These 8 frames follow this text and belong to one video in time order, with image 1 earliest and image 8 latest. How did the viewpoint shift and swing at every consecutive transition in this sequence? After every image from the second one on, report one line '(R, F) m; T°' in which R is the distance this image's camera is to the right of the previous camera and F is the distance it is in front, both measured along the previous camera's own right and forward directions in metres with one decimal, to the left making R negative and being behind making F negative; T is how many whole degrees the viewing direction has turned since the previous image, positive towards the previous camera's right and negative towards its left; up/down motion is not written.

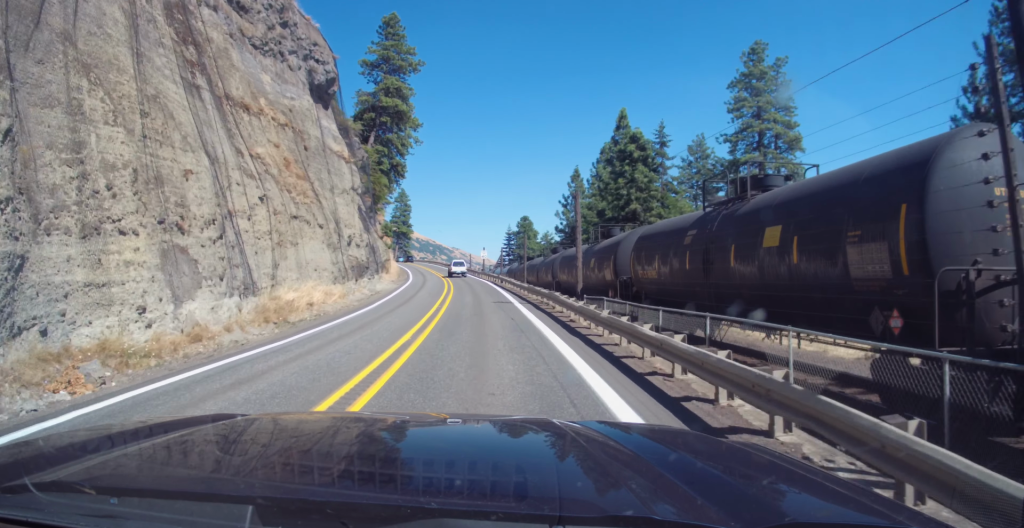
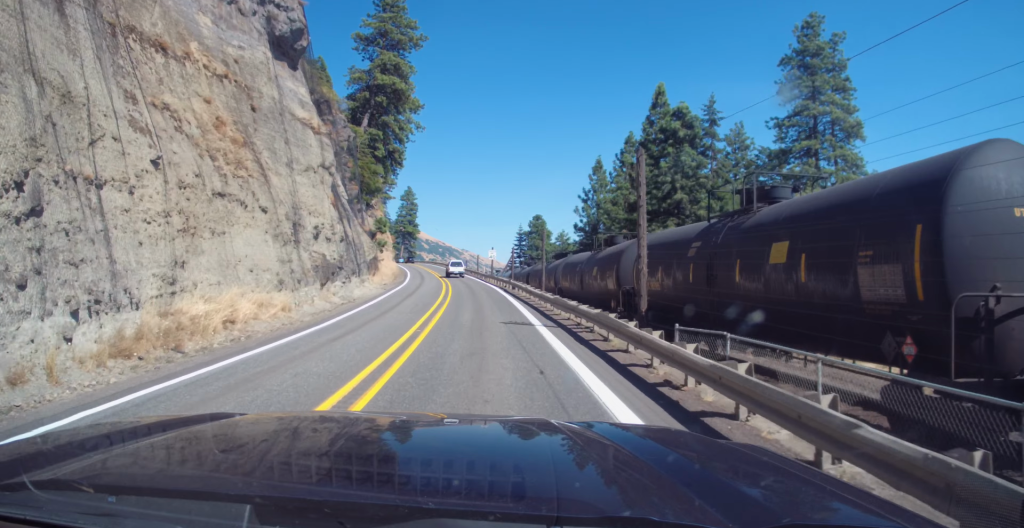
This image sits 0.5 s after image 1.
(-0.1, +10.1) m; -1°
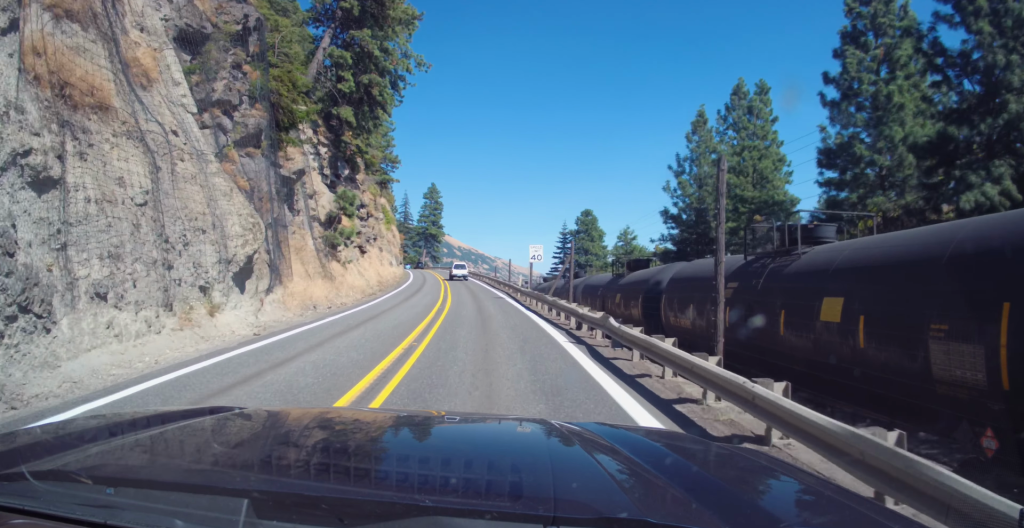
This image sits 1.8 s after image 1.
(-0.6, +27.9) m; -2°
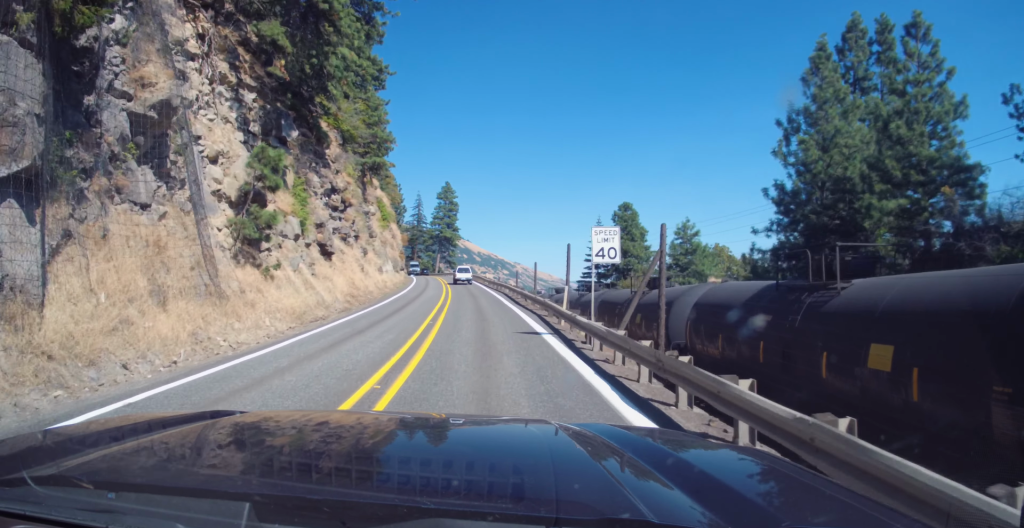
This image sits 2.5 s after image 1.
(-0.1, +16.5) m; -1°
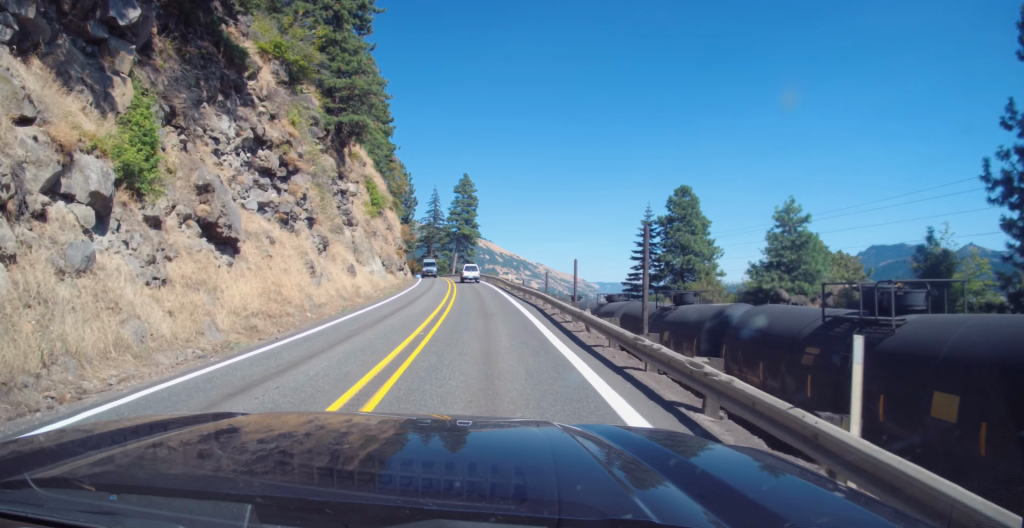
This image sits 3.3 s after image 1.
(-0.3, +16.8) m; -1°
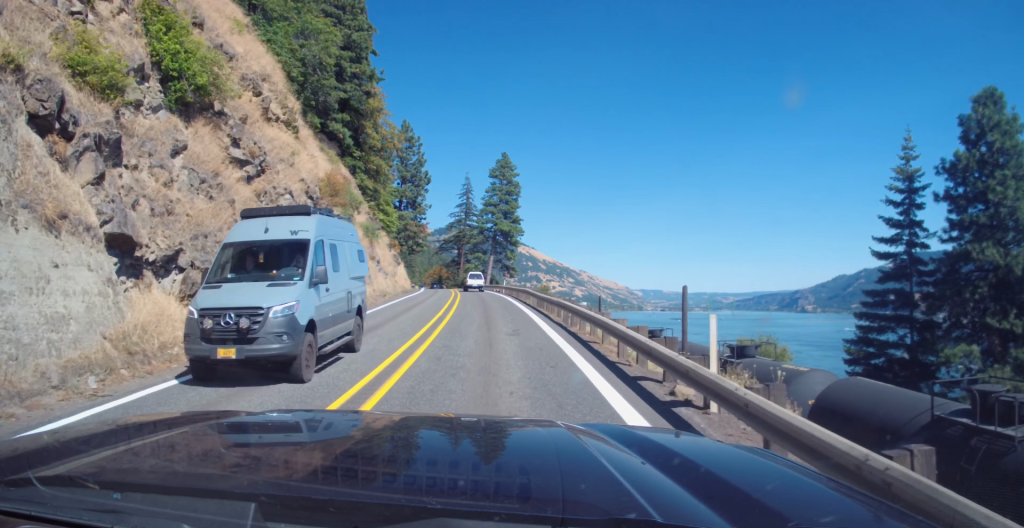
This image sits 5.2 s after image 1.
(-1.8, +40.5) m; -6°
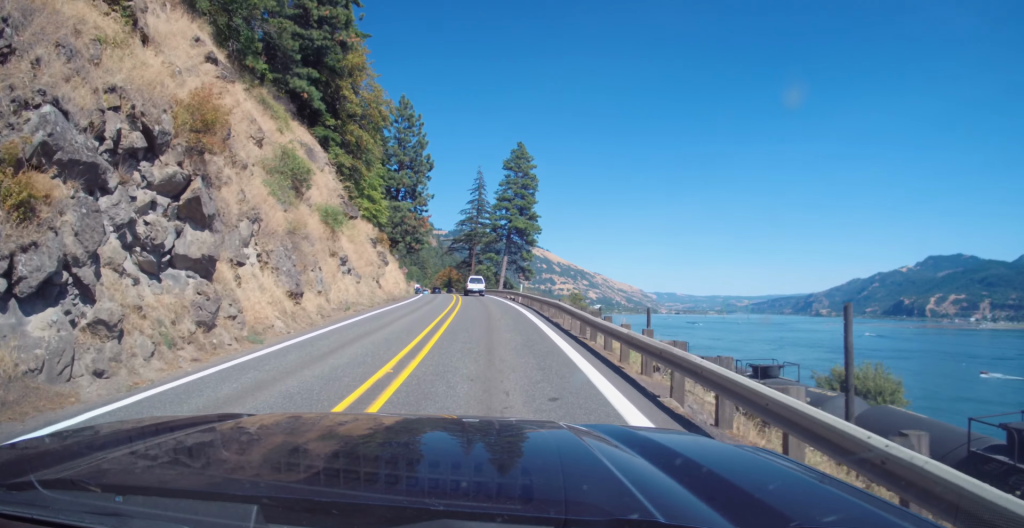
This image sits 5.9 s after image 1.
(-0.1, +13.6) m; 0°
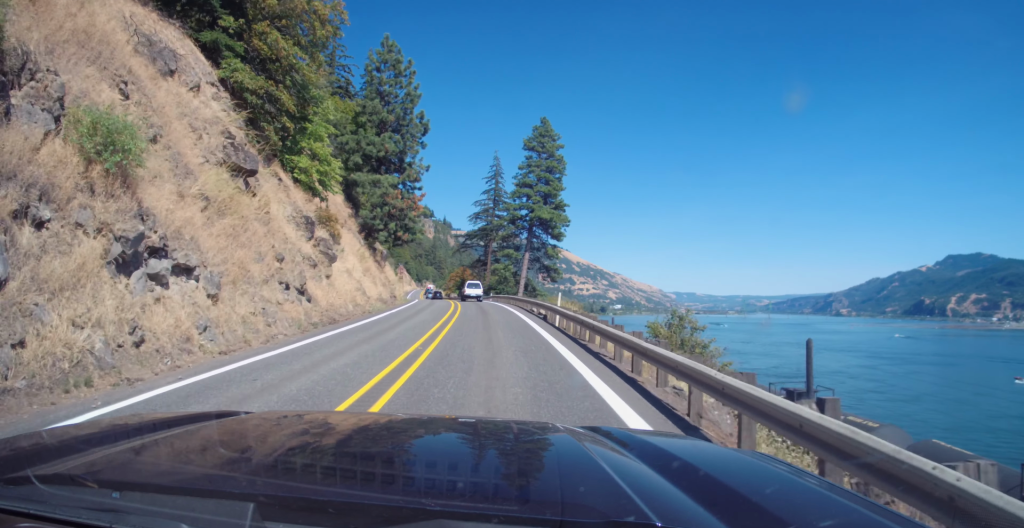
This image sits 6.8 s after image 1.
(0.0, +19.6) m; -2°
